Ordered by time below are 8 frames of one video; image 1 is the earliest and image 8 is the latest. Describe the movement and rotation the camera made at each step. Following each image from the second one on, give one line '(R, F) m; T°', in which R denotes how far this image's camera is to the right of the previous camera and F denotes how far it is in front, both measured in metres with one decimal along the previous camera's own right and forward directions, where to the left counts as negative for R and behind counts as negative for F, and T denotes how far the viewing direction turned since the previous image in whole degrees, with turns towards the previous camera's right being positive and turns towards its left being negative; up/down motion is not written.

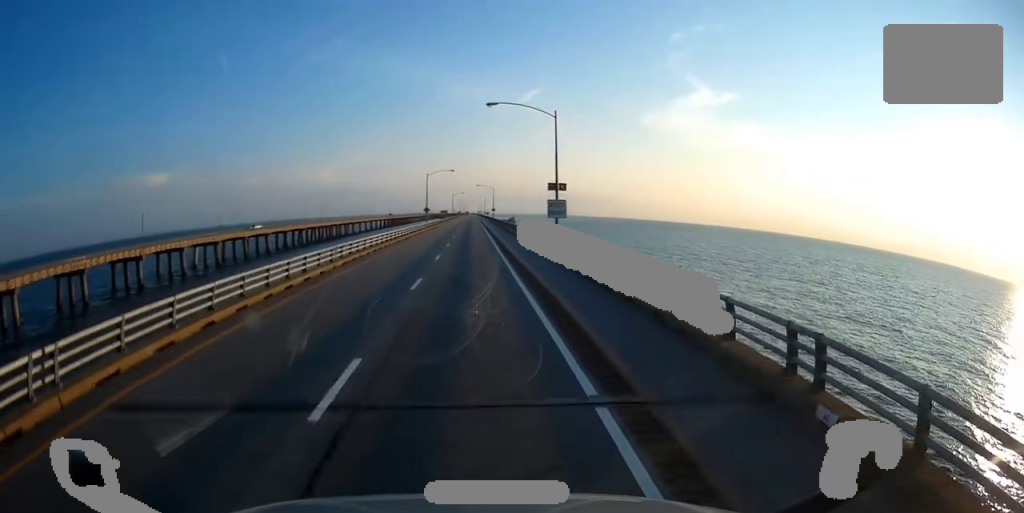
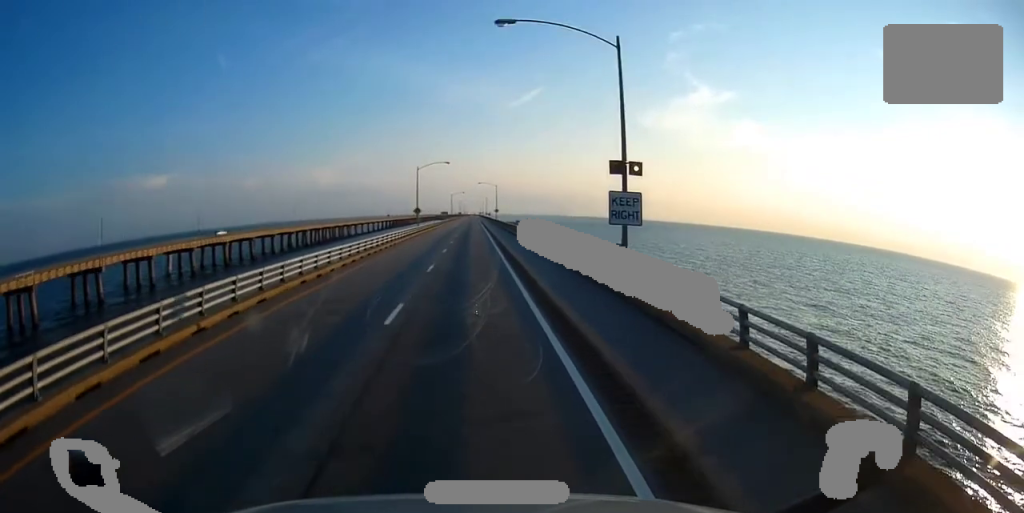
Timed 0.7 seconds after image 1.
(0.0, +17.5) m; 0°
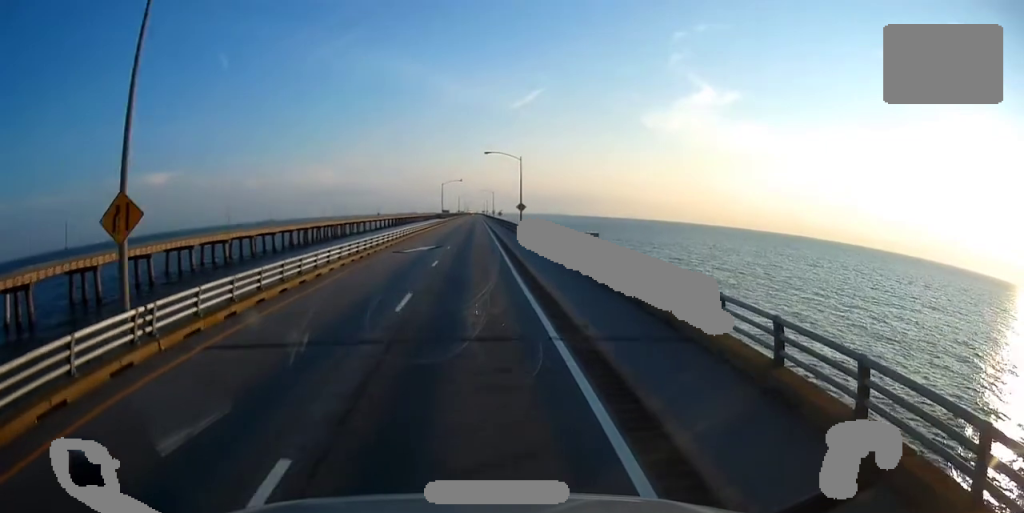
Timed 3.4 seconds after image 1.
(-0.9, +70.0) m; -1°
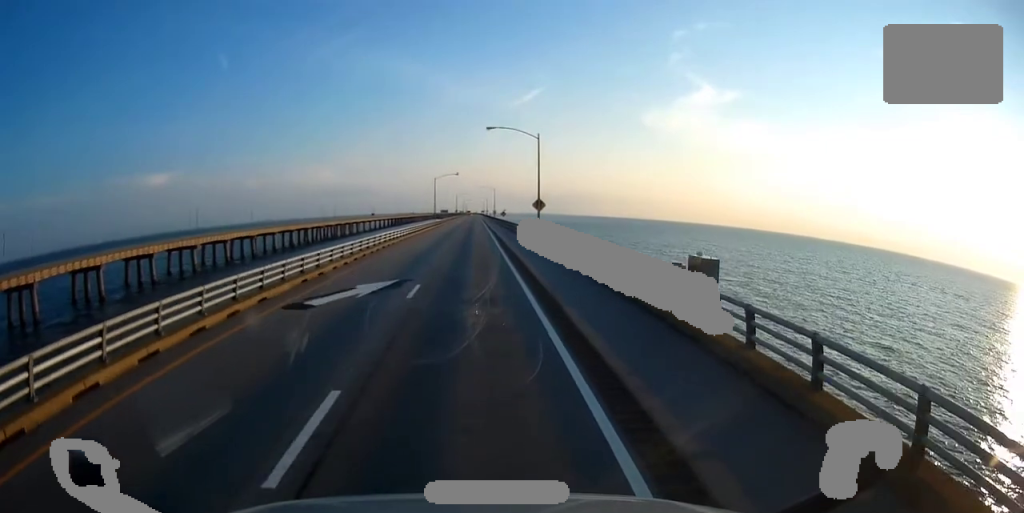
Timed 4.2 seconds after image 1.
(+0.3, +21.6) m; 0°
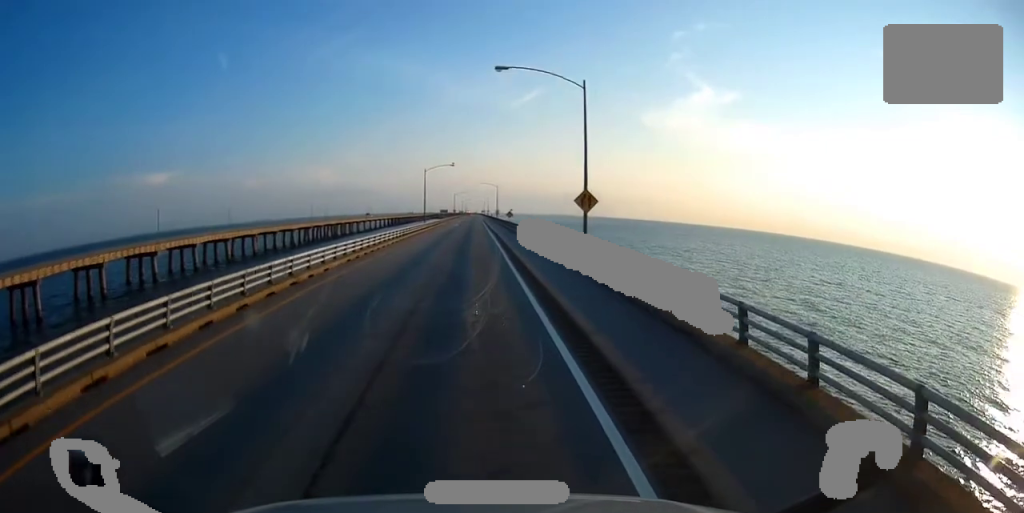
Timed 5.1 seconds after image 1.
(-0.2, +21.5) m; 0°
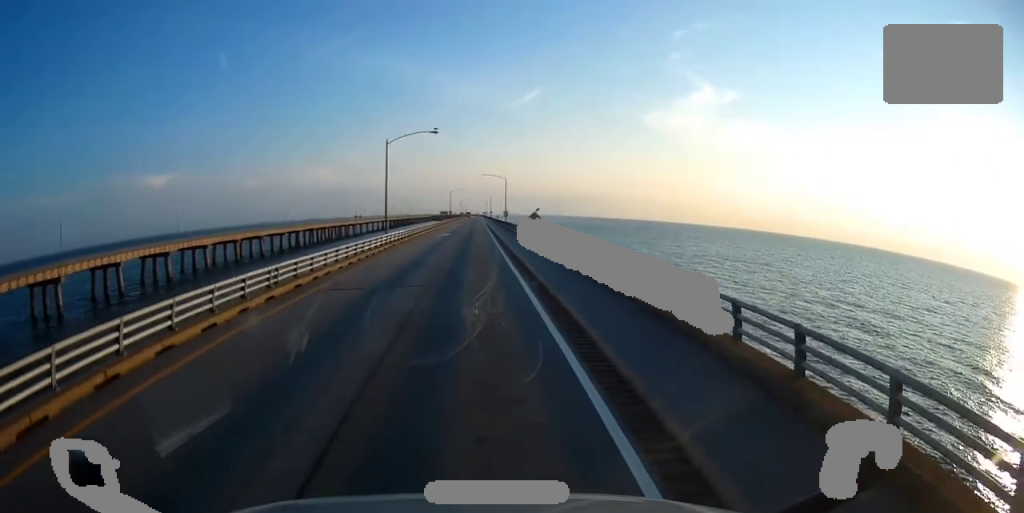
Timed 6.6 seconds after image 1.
(+0.4, +39.0) m; +1°
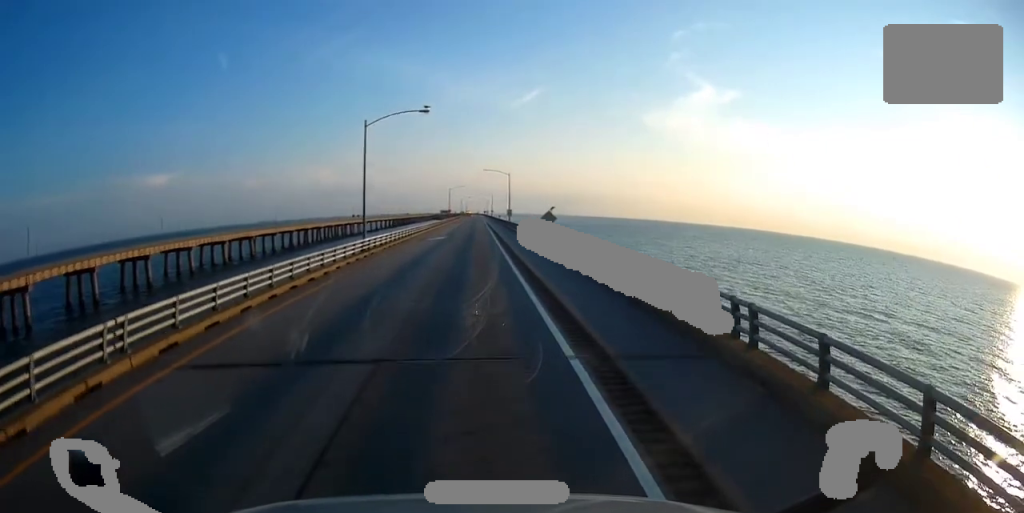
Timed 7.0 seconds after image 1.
(0.0, +10.3) m; 0°
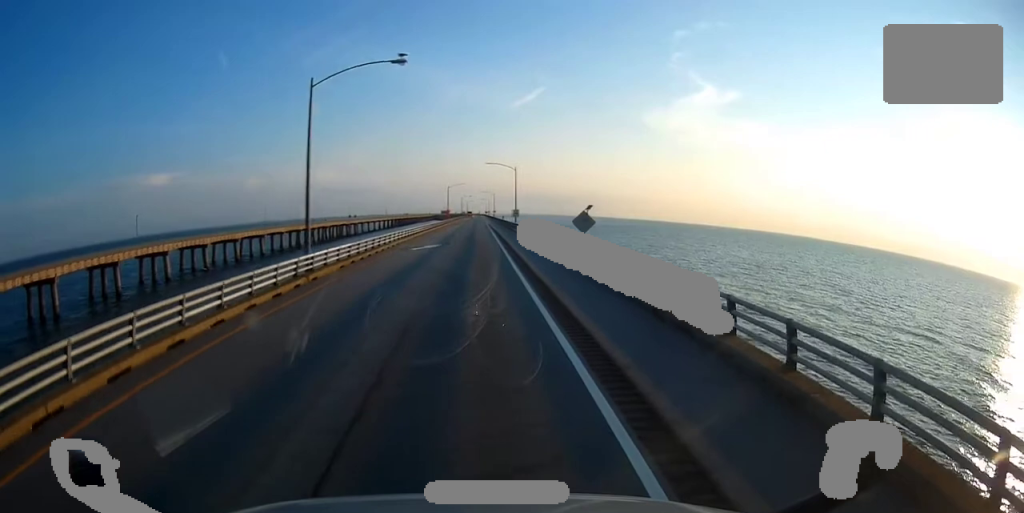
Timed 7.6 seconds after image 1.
(0.0, +14.4) m; 0°
